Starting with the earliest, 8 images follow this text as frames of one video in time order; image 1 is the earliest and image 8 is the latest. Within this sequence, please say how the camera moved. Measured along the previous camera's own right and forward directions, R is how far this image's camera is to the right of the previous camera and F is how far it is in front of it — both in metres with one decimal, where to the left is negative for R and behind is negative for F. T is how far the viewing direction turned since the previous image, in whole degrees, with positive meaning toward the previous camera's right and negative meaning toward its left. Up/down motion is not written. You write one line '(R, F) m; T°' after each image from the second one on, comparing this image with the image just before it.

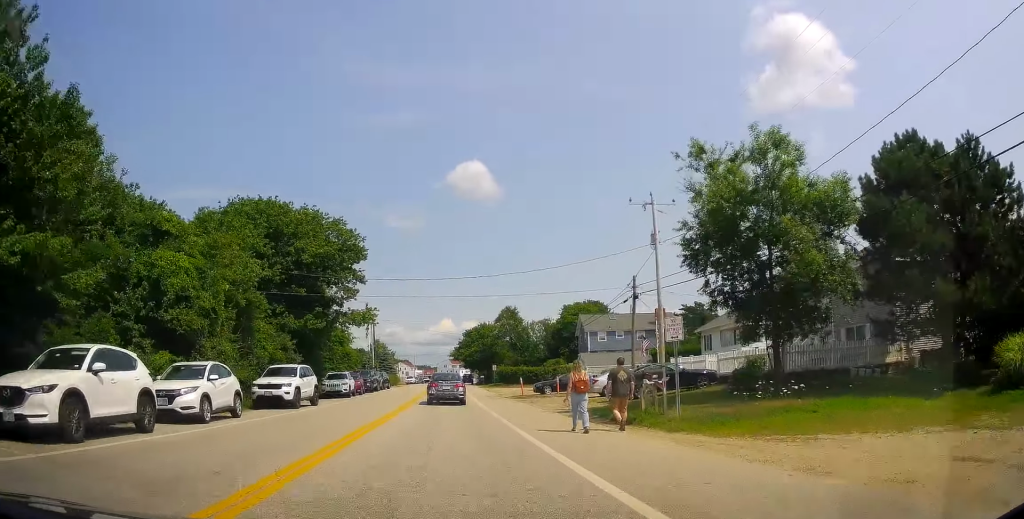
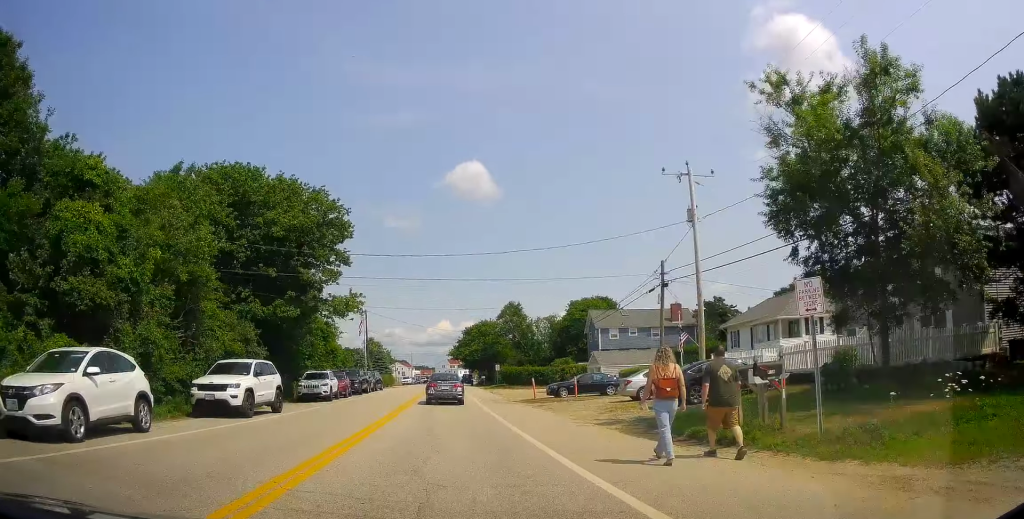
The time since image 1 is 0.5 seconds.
(0.0, +5.9) m; 0°
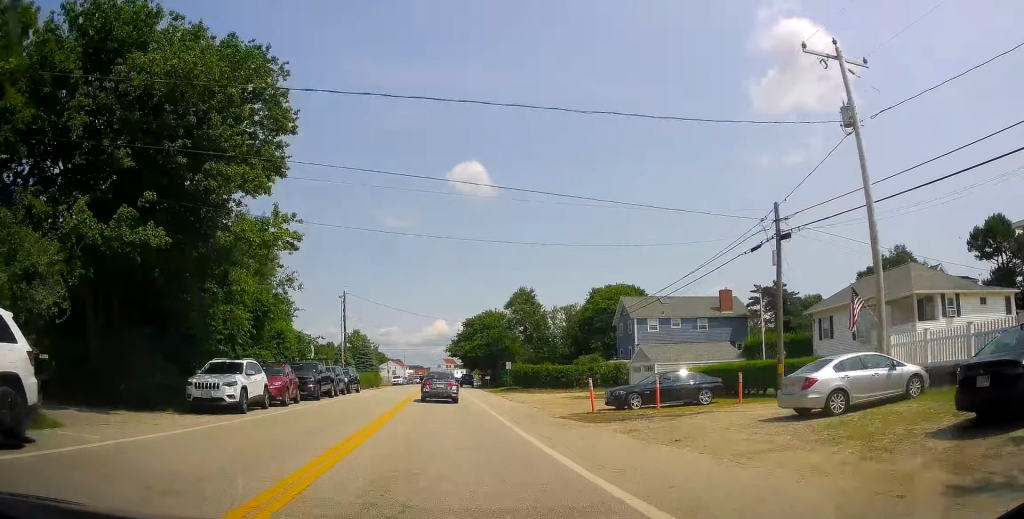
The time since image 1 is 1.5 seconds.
(0.0, +13.9) m; 0°
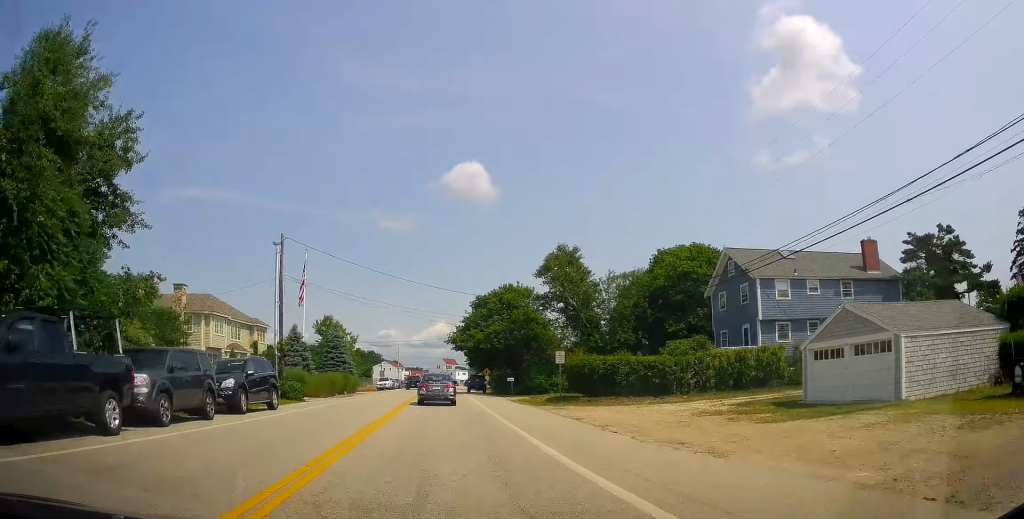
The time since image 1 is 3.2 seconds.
(0.0, +22.1) m; 0°
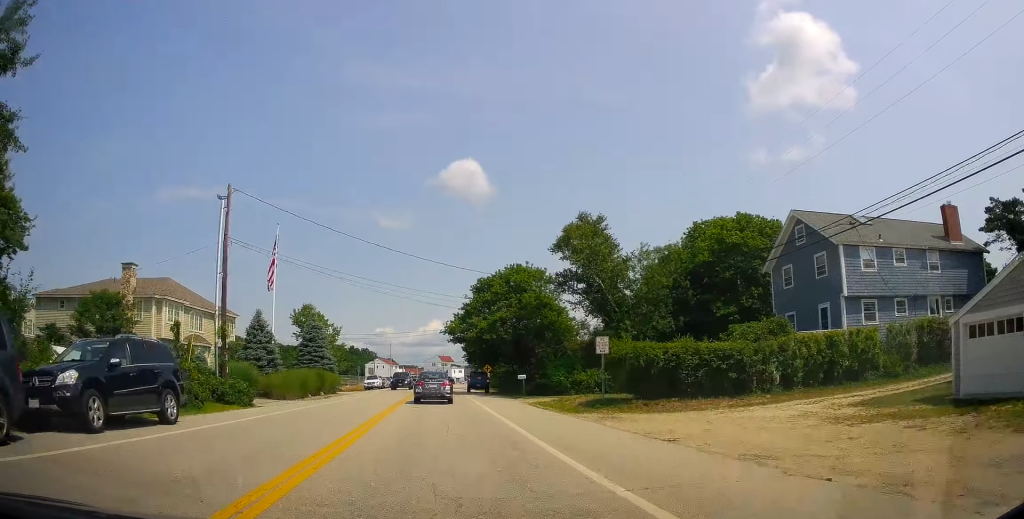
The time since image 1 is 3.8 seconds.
(0.0, +8.4) m; 0°
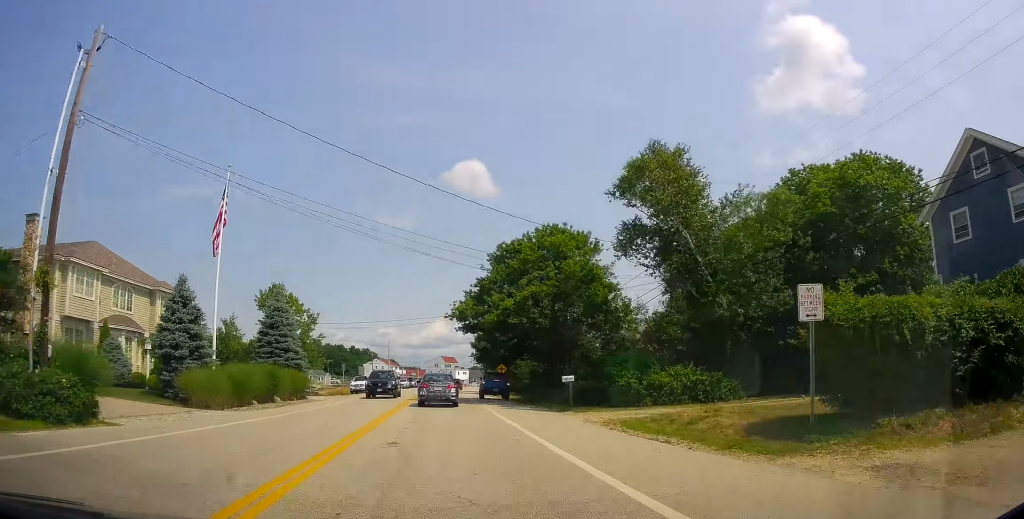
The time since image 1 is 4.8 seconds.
(0.0, +12.4) m; +1°
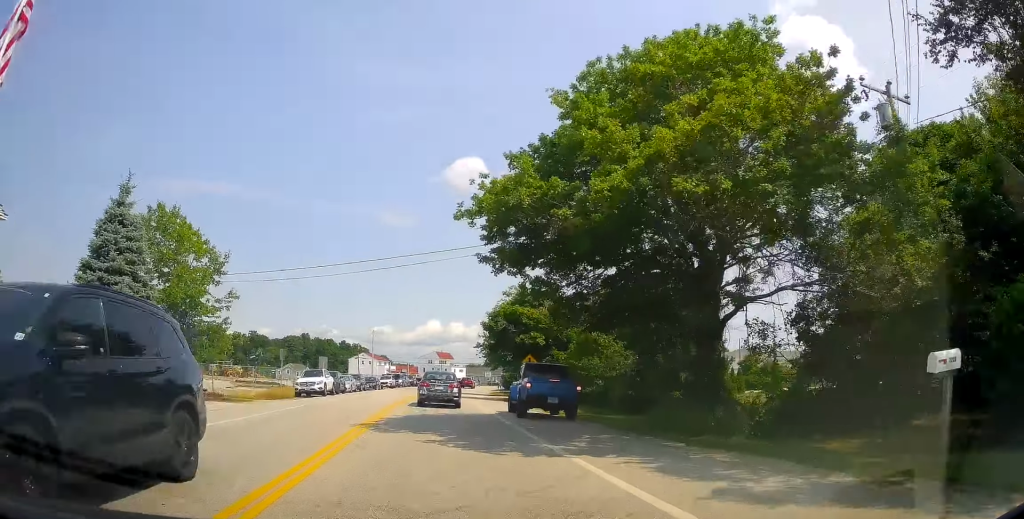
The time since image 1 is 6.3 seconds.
(+0.5, +20.0) m; +1°
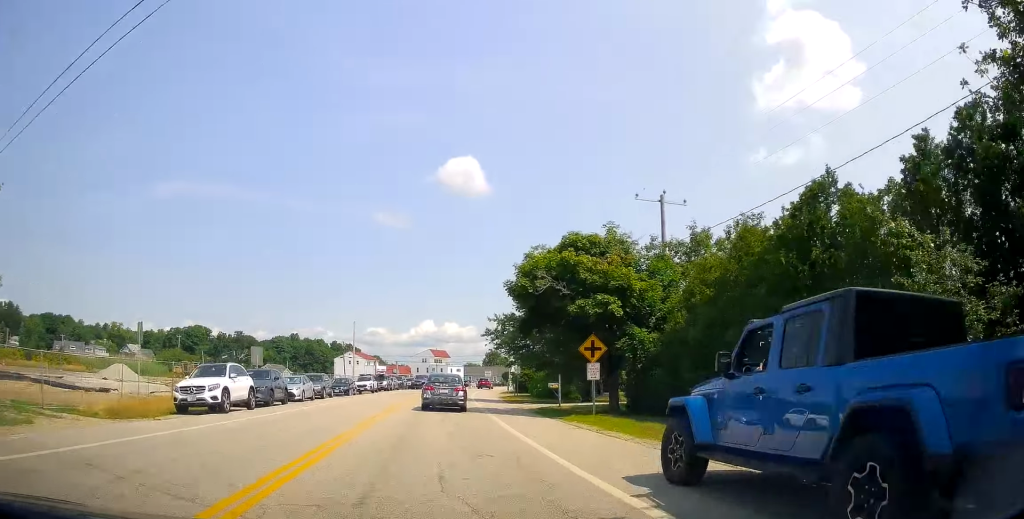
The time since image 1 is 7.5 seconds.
(-0.3, +16.6) m; 0°
